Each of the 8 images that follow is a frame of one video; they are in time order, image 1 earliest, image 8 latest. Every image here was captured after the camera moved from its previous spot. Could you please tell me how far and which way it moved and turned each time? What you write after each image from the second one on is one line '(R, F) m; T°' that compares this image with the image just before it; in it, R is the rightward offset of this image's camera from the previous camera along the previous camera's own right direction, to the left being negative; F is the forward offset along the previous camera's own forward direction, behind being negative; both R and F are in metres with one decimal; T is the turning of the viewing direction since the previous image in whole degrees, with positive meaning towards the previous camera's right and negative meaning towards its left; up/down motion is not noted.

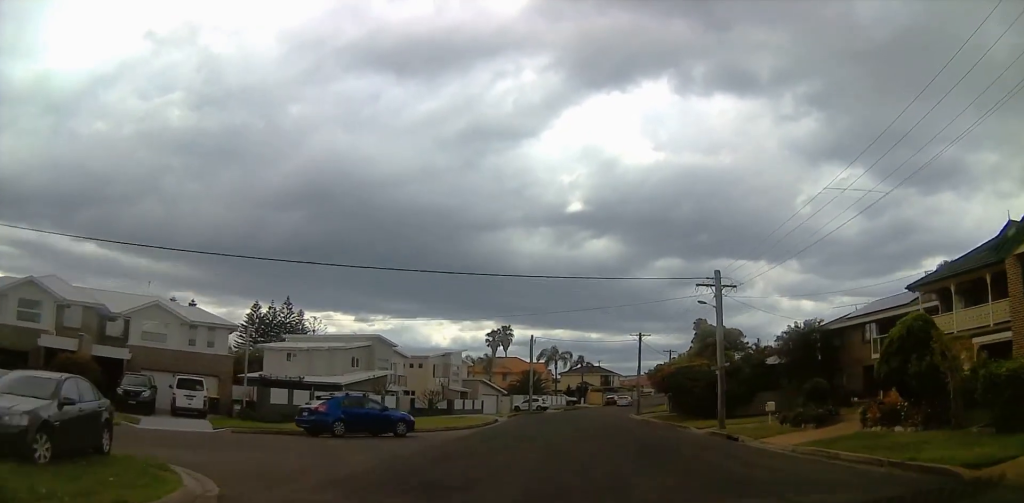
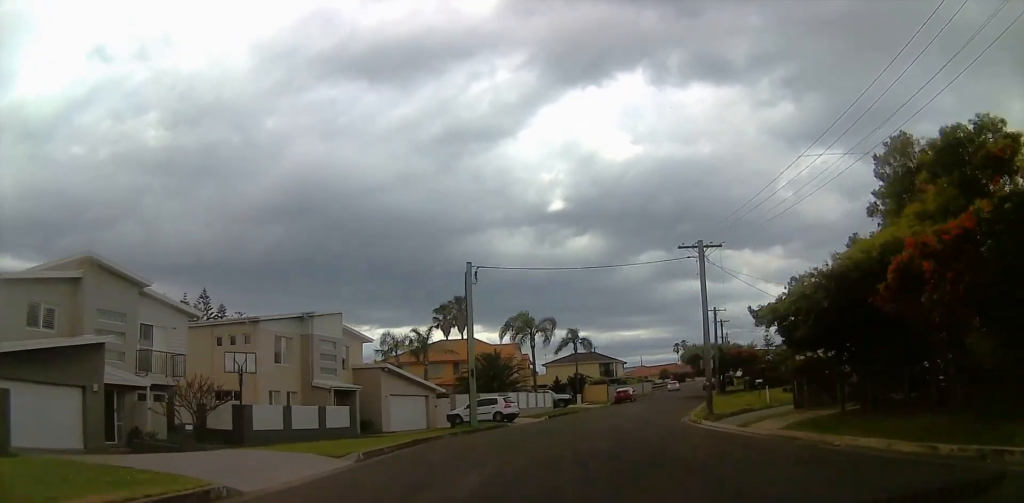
(+0.7, +34.9) m; +3°
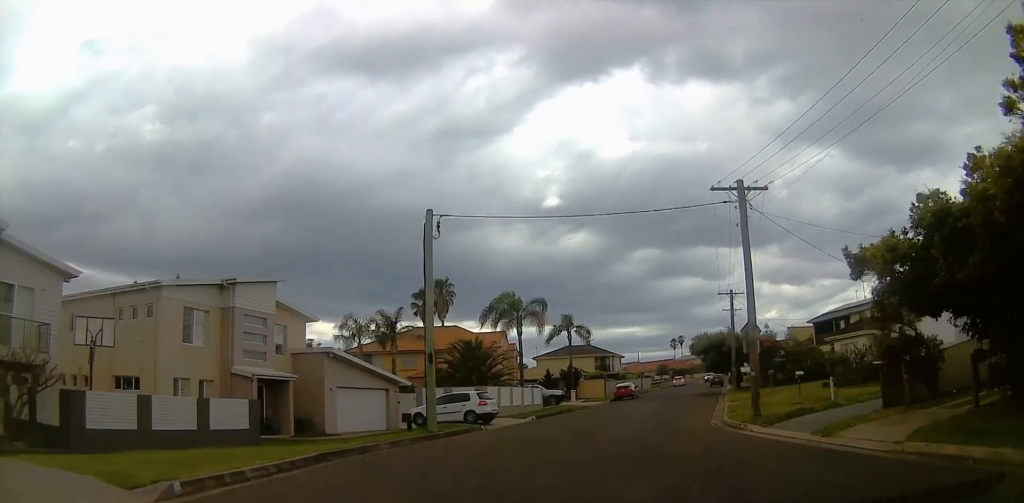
(+0.1, +7.9) m; +2°
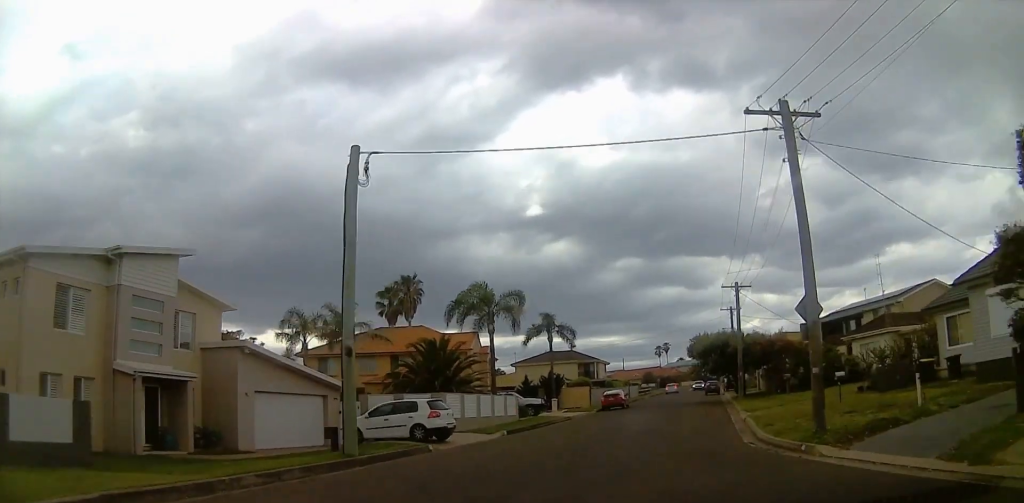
(+0.3, +6.5) m; +2°
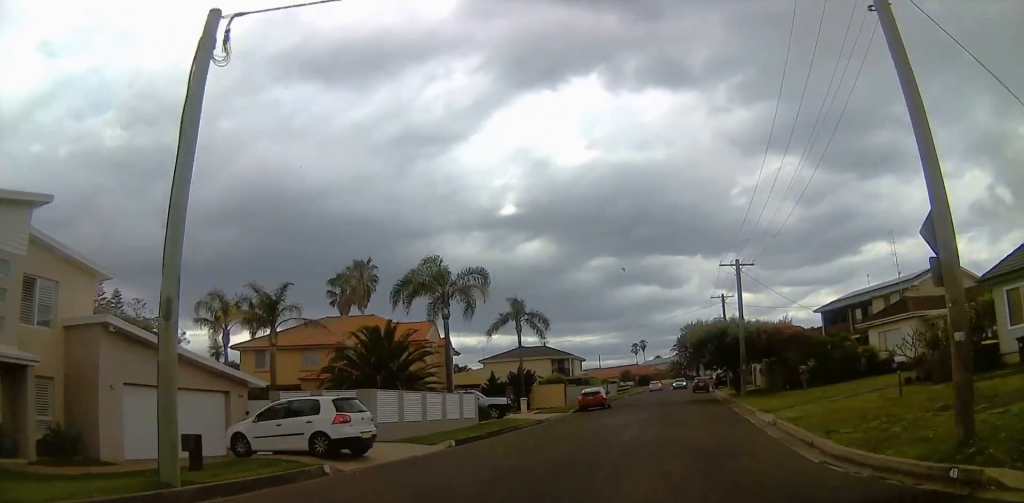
(+0.1, +6.3) m; +1°
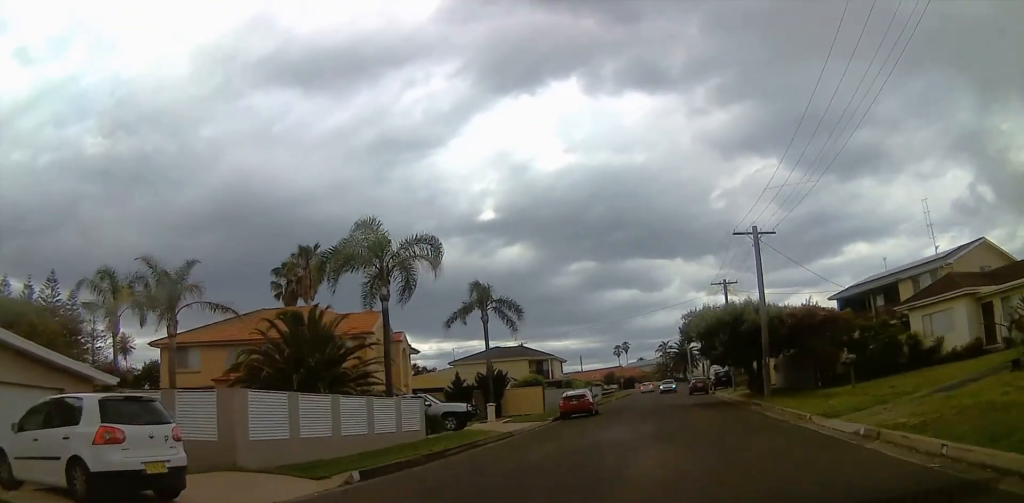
(0.0, +7.5) m; 0°
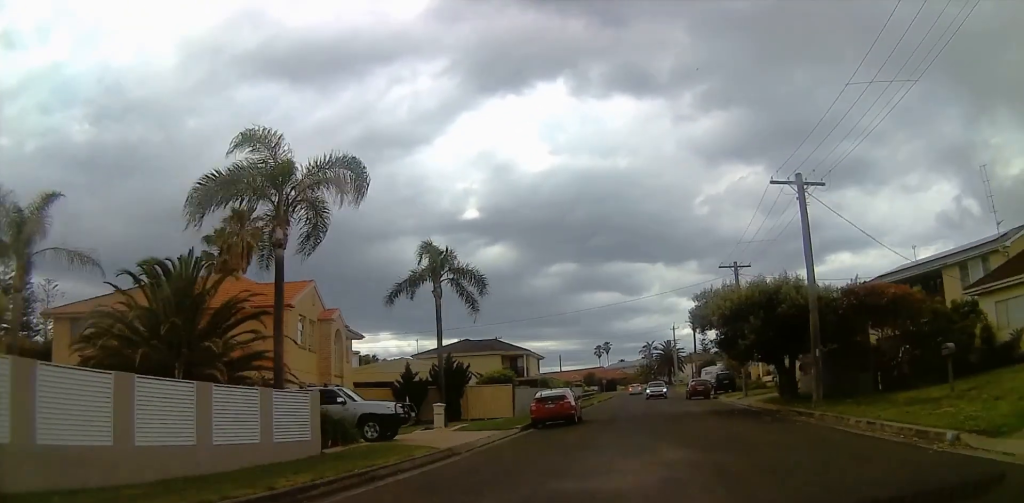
(0.0, +7.6) m; +1°
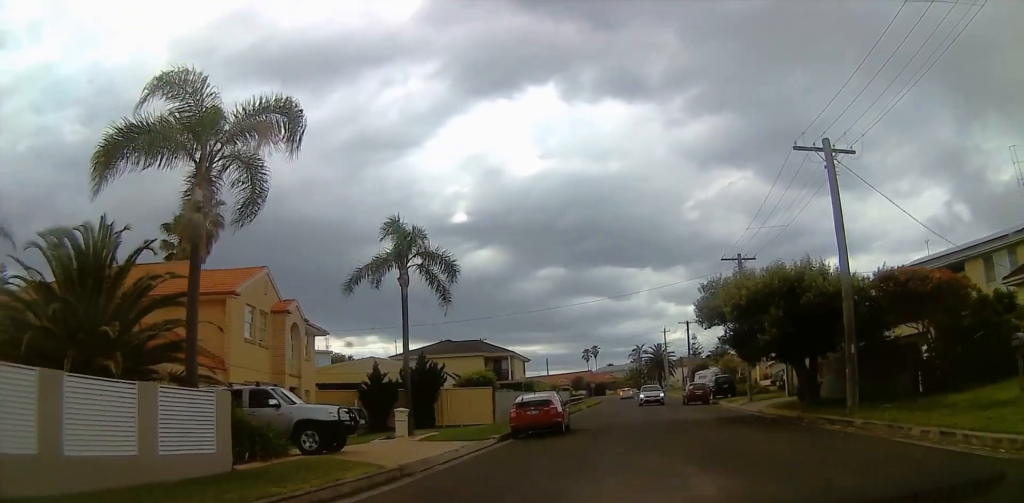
(0.0, +3.6) m; +1°
